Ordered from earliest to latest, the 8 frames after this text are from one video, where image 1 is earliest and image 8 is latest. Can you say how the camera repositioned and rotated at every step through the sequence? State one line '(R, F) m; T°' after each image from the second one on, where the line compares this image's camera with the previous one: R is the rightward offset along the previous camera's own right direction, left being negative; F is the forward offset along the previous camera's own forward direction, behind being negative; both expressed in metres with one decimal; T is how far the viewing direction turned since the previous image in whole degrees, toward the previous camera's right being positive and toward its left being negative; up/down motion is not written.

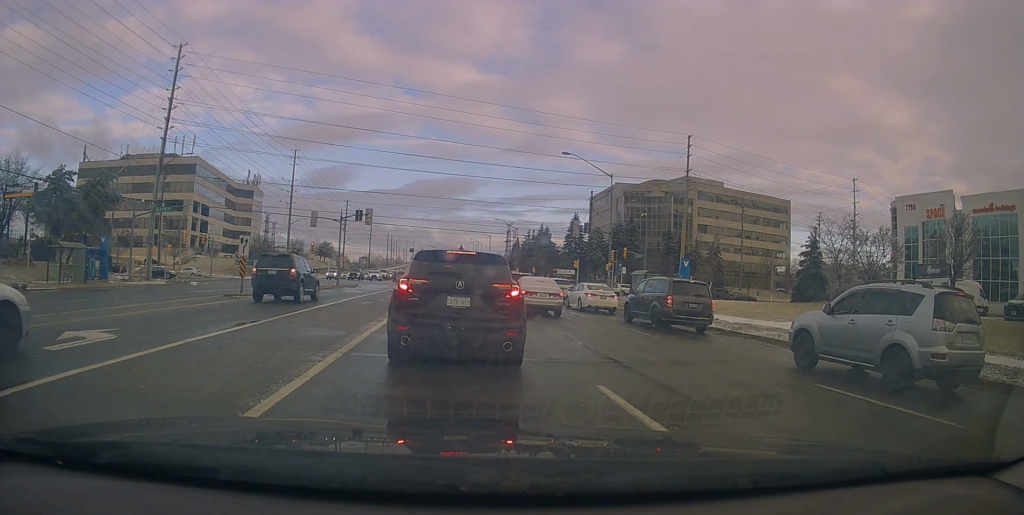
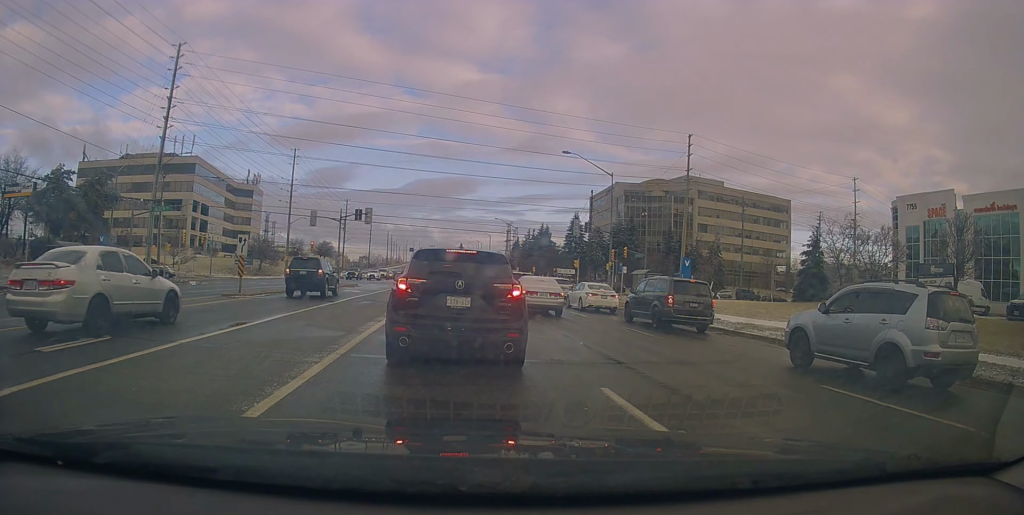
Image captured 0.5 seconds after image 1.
(0.0, 0.0) m; 0°
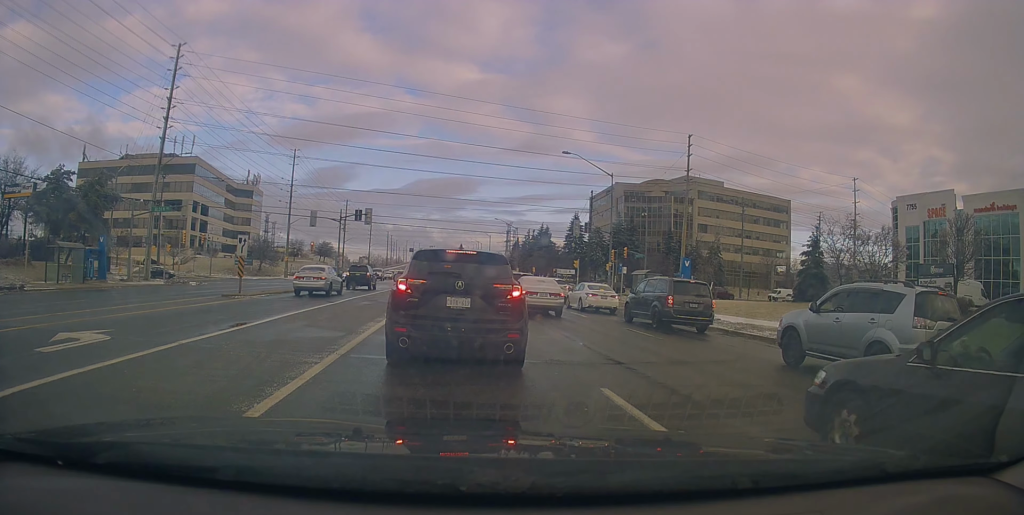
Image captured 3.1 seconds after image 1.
(+0.1, +0.4) m; 0°
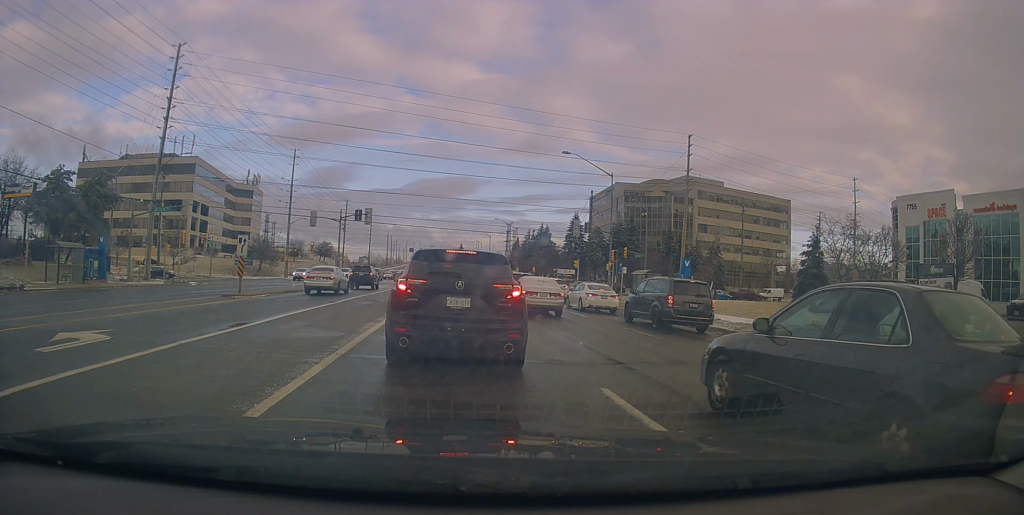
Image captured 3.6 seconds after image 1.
(0.0, 0.0) m; 0°
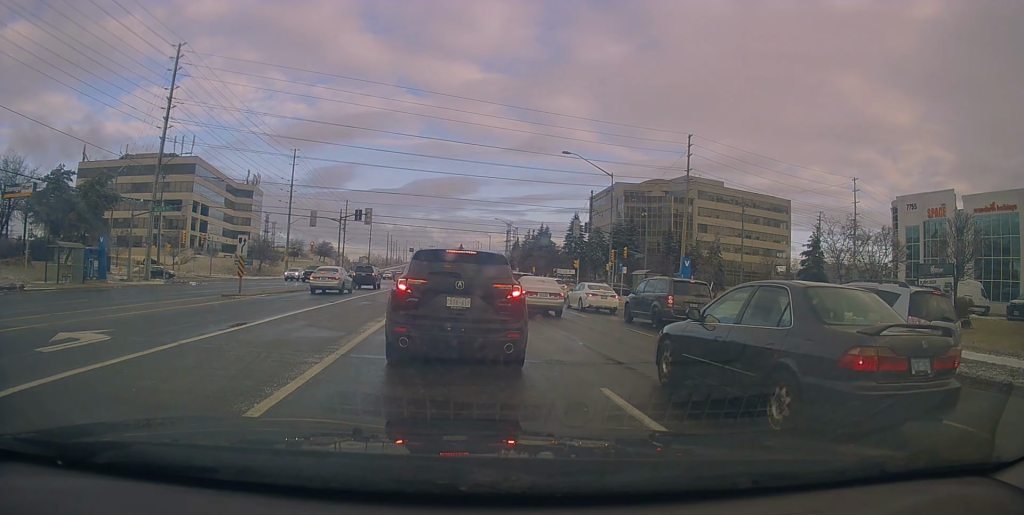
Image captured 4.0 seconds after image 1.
(0.0, 0.0) m; 0°
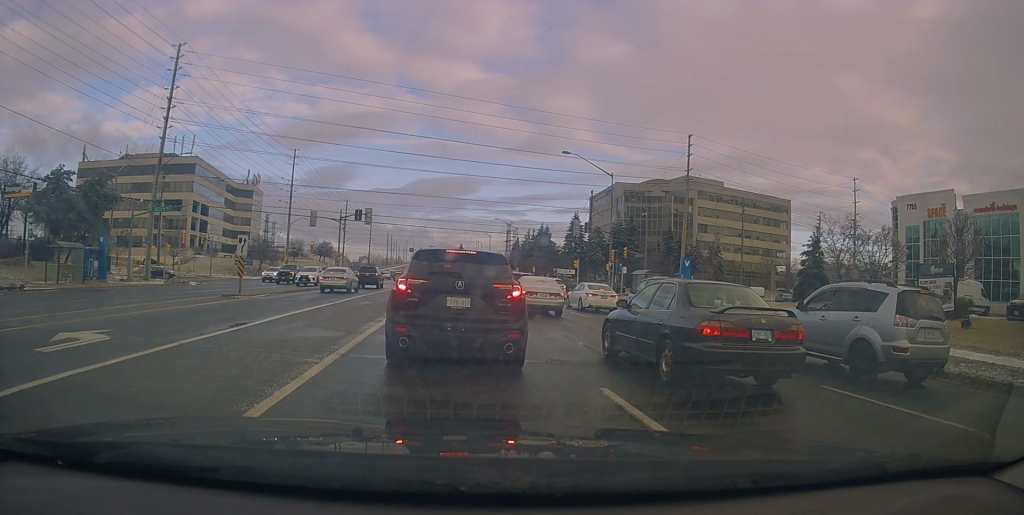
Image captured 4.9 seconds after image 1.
(0.0, 0.0) m; 0°
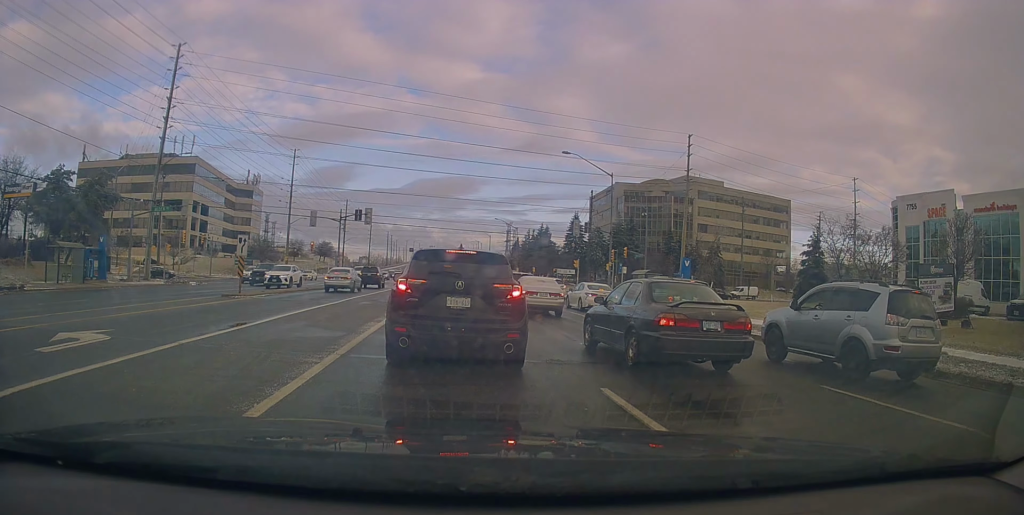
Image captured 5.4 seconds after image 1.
(0.0, 0.0) m; 0°
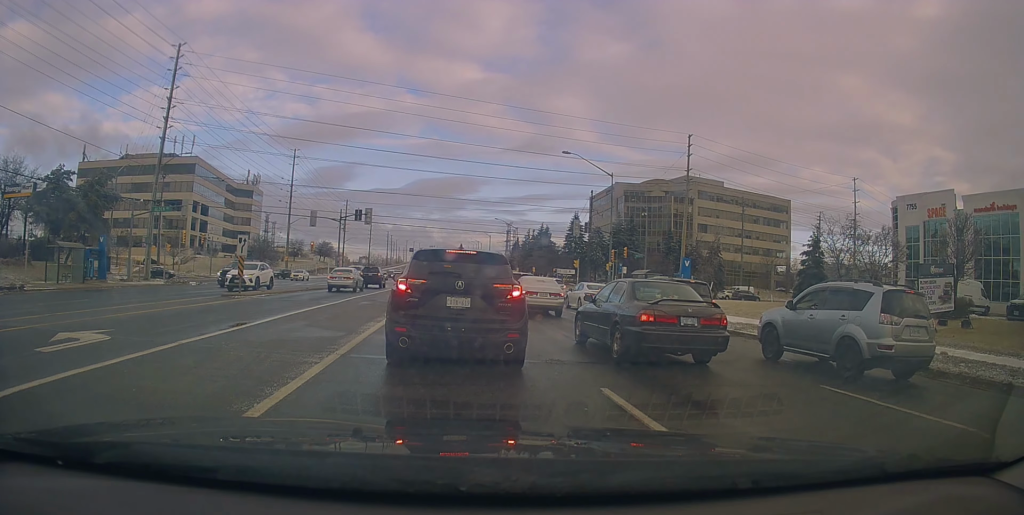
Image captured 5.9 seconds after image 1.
(0.0, 0.0) m; 0°
